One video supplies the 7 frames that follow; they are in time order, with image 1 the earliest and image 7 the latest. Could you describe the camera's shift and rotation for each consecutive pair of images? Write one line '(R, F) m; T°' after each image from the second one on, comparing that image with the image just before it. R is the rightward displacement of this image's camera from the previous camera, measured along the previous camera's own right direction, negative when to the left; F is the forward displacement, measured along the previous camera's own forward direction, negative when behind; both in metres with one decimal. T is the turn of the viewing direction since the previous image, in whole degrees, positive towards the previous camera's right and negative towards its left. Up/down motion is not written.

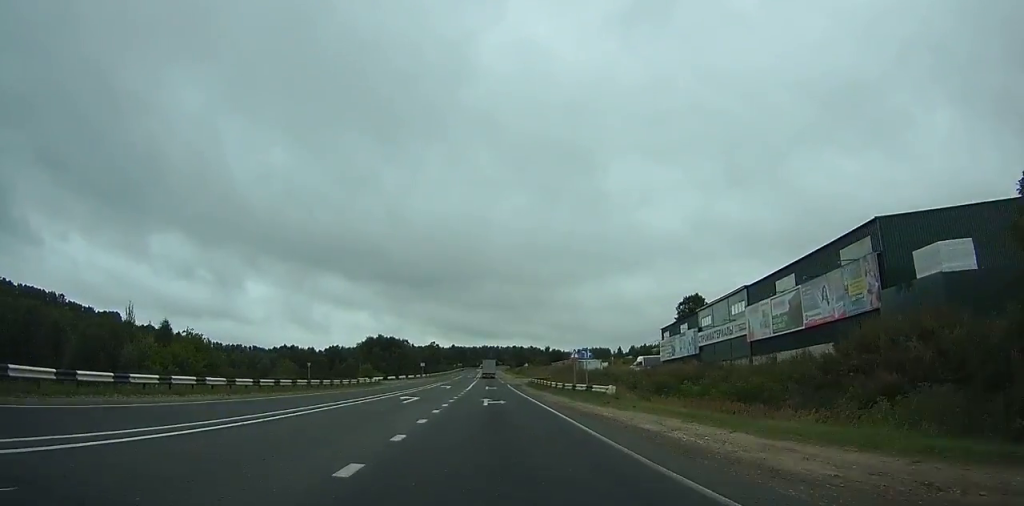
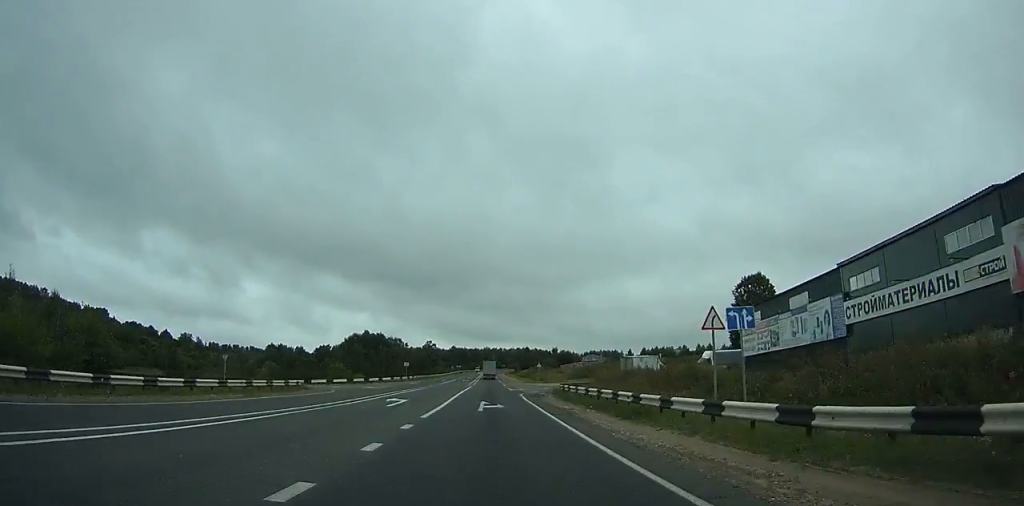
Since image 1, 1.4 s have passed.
(+0.1, +29.8) m; 0°
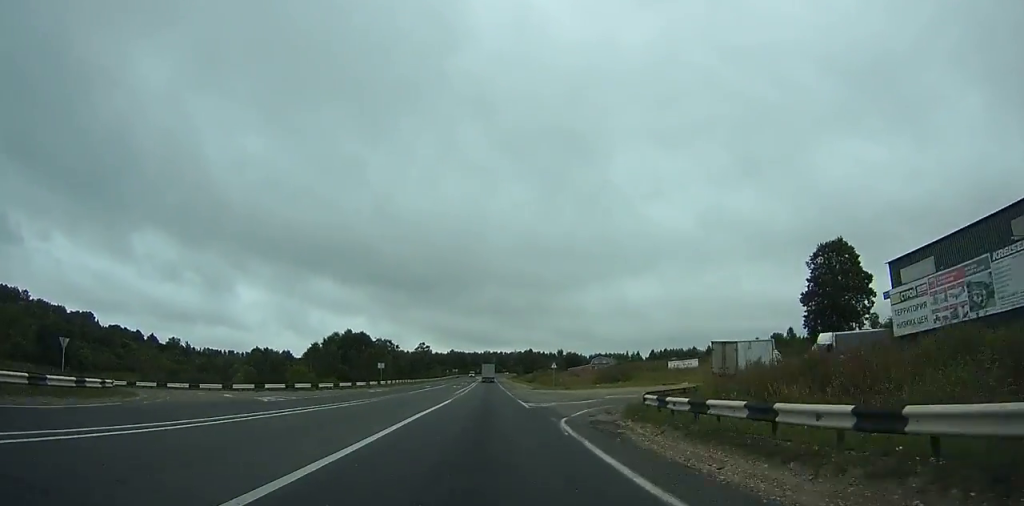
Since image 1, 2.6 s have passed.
(0.0, +25.5) m; 0°
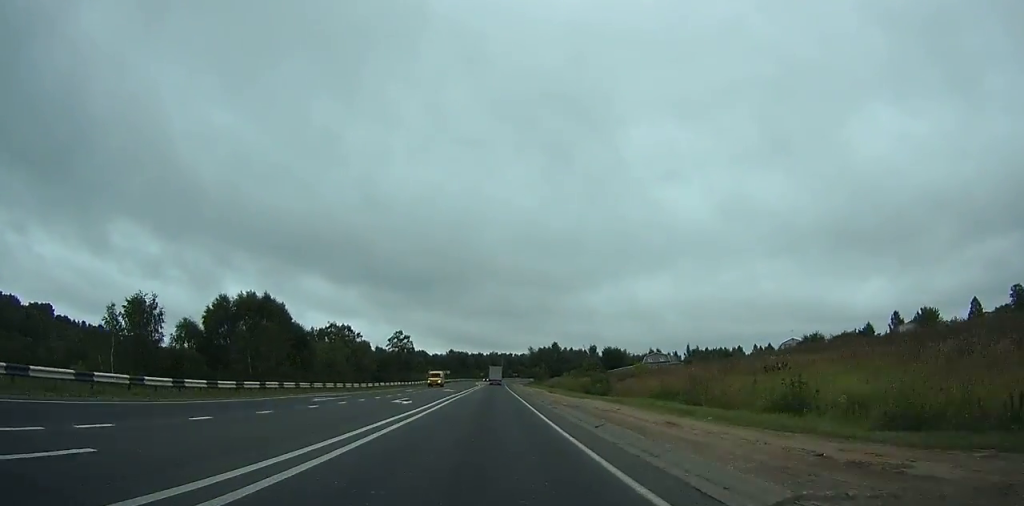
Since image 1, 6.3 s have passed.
(-0.3, +78.6) m; -1°
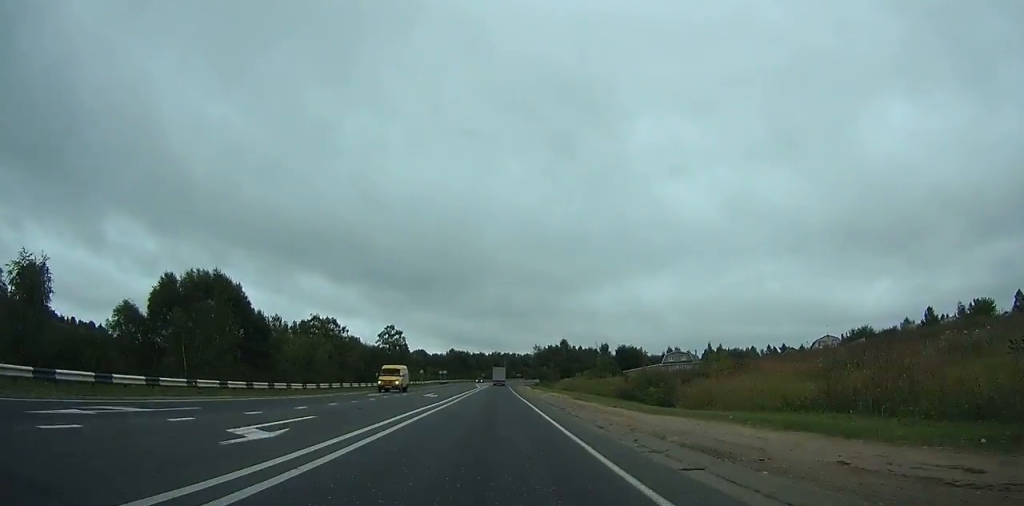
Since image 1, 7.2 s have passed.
(-0.1, +18.2) m; 0°
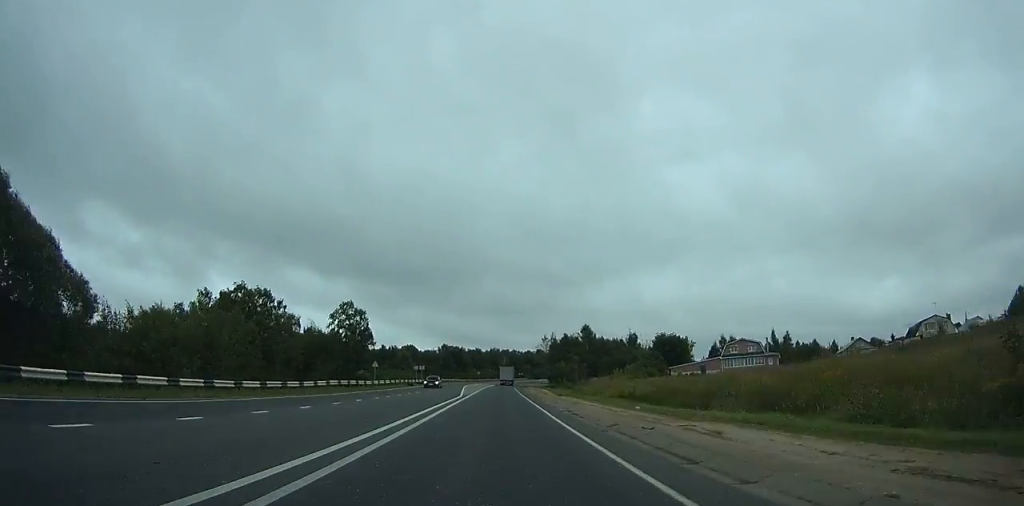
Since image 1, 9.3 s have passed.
(-0.1, +43.4) m; 0°
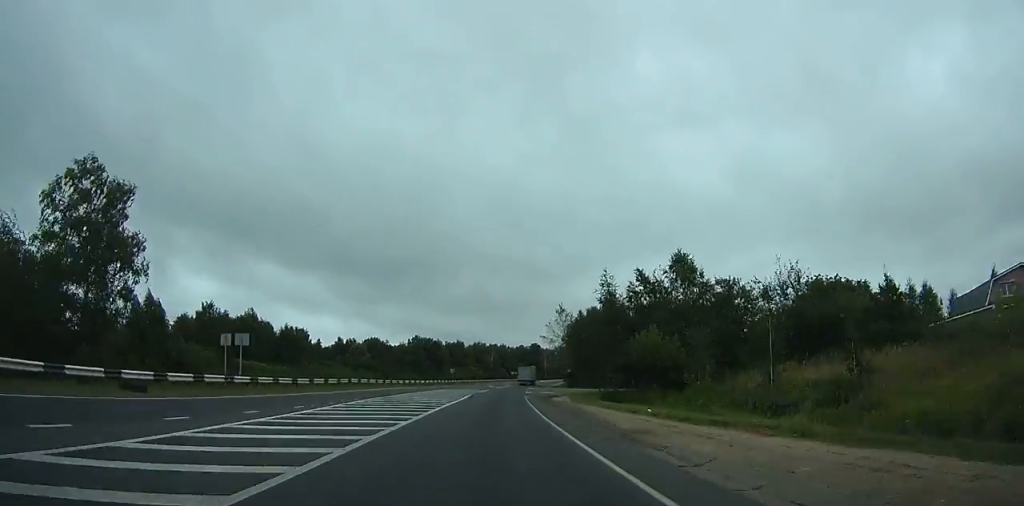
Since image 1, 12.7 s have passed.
(+0.3, +71.4) m; +1°
